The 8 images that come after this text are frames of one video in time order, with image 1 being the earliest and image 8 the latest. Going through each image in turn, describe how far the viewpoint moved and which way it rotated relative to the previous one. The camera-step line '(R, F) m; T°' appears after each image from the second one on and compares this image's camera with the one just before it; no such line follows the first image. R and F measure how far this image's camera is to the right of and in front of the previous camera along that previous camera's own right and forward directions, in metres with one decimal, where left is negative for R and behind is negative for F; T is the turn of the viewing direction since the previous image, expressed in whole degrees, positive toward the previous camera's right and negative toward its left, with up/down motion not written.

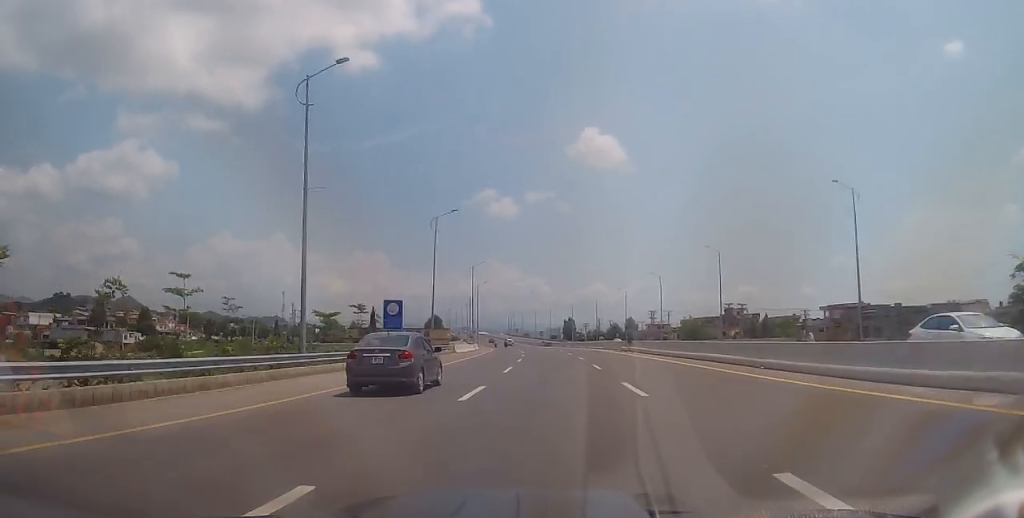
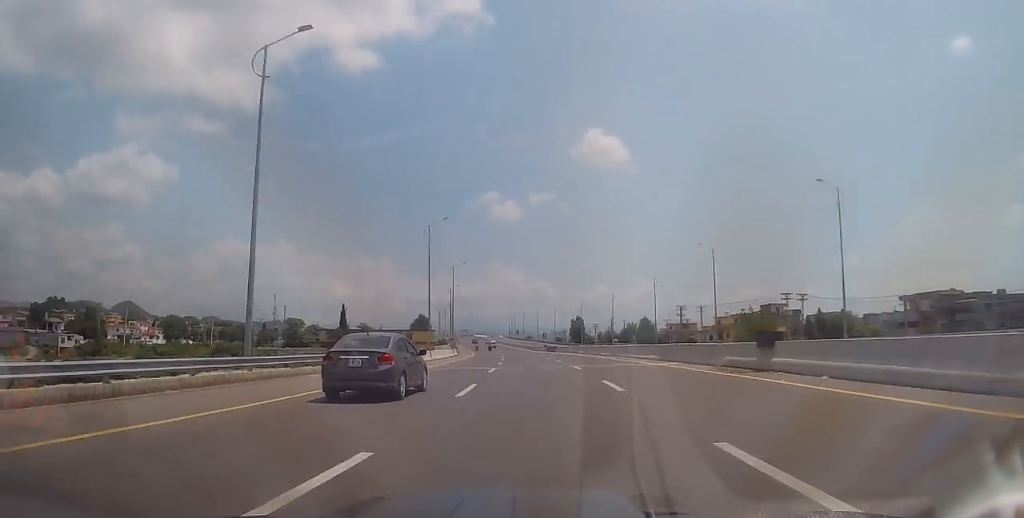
(+0.1, +34.1) m; 0°
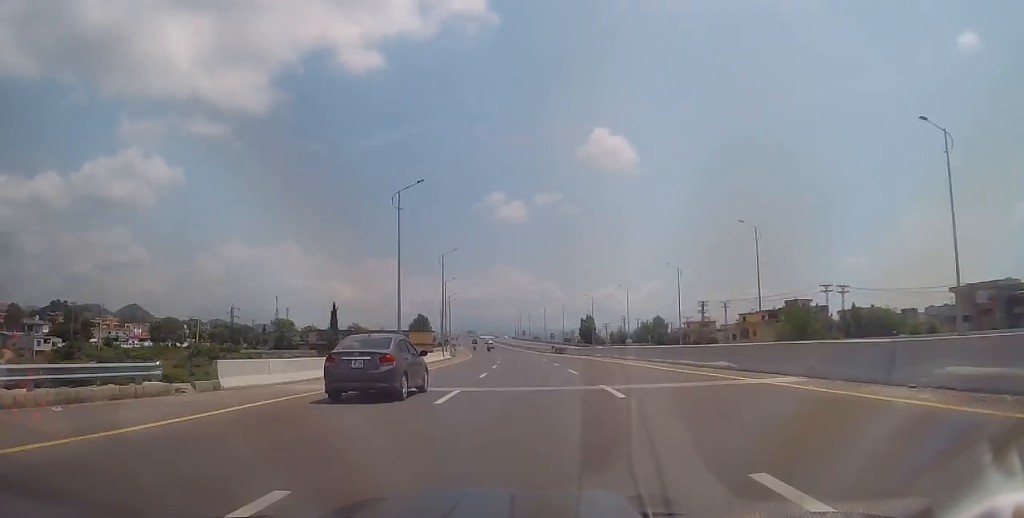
(-0.3, +14.1) m; -1°
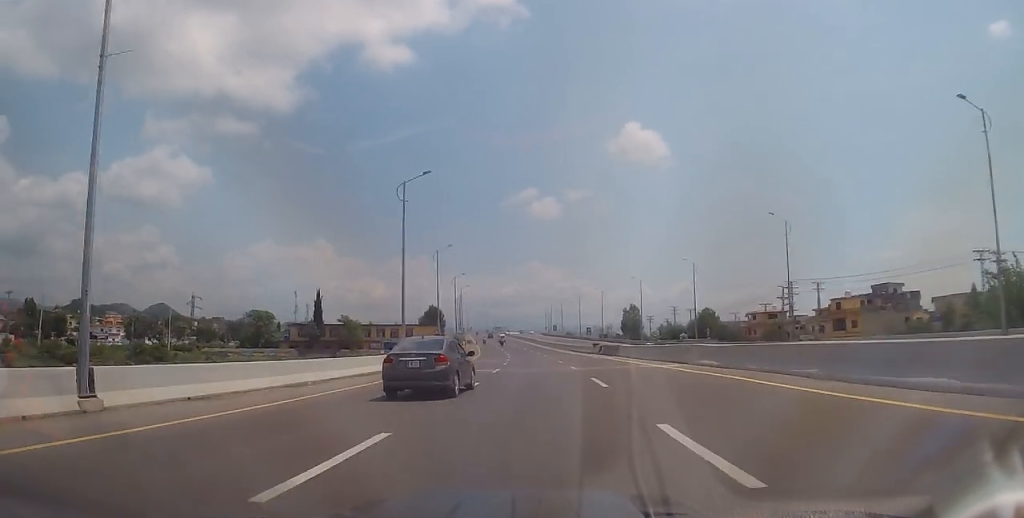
(-0.6, +32.1) m; -3°
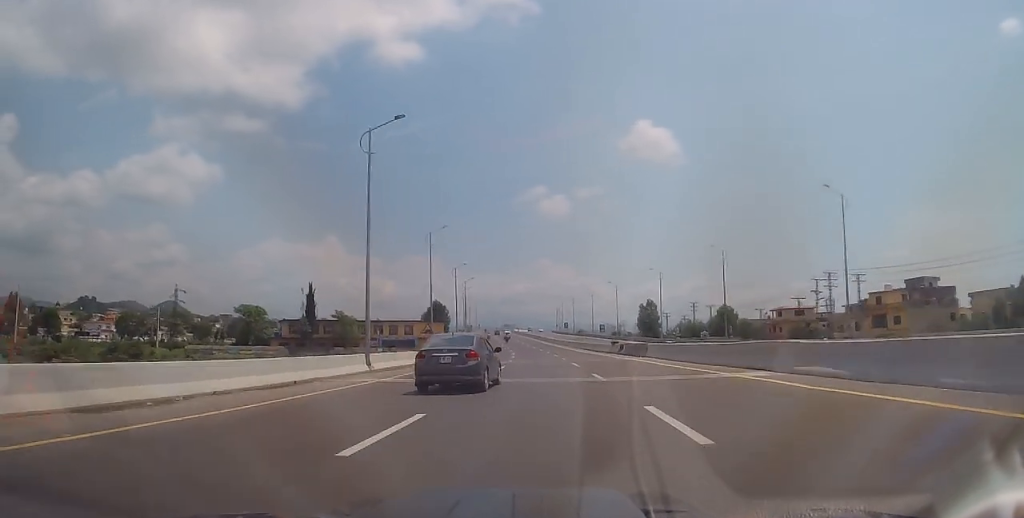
(-0.2, +10.1) m; -1°
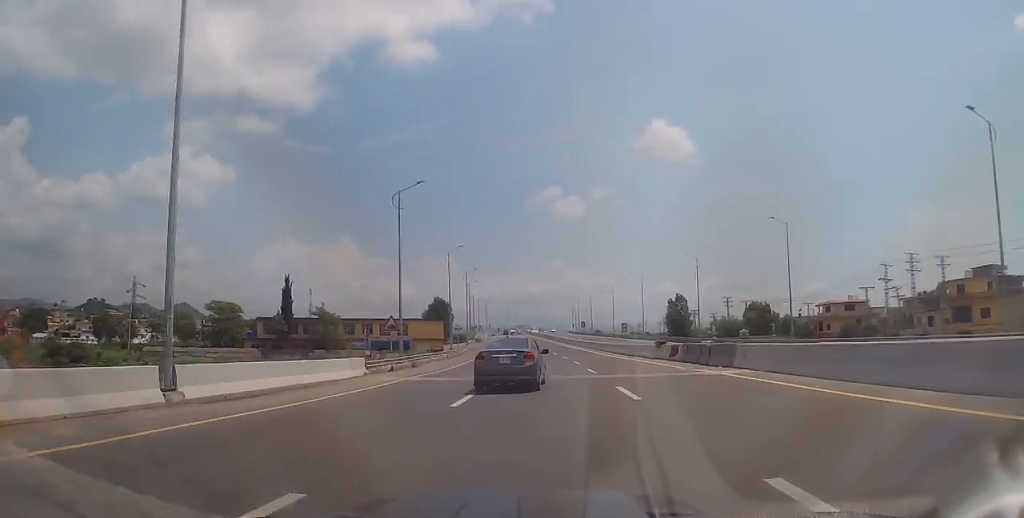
(-0.1, +17.6) m; -1°
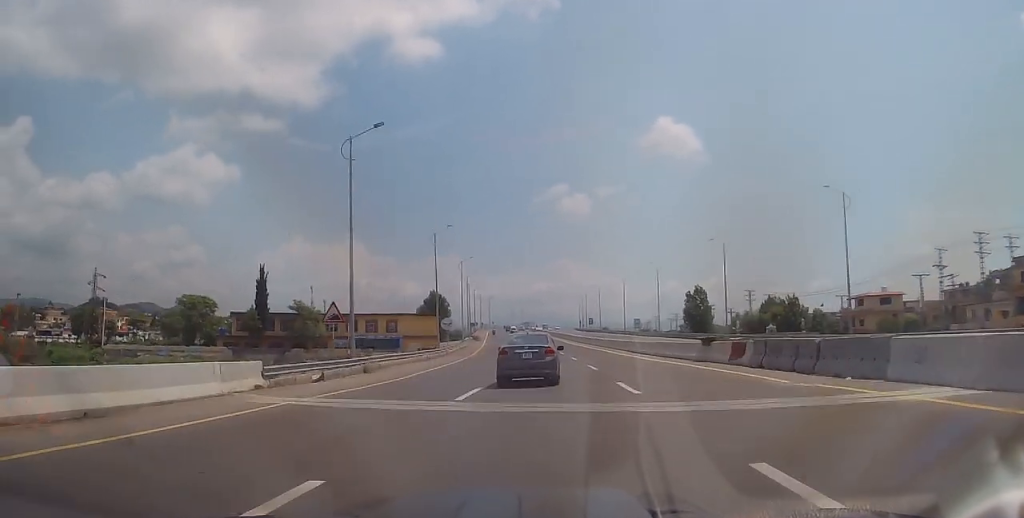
(0.0, +11.6) m; -1°
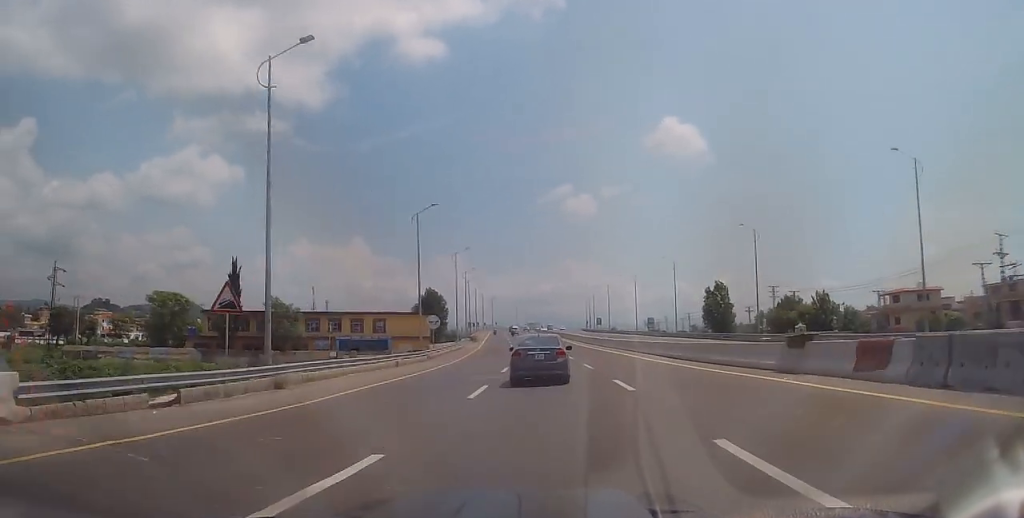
(-0.2, +10.4) m; -1°
